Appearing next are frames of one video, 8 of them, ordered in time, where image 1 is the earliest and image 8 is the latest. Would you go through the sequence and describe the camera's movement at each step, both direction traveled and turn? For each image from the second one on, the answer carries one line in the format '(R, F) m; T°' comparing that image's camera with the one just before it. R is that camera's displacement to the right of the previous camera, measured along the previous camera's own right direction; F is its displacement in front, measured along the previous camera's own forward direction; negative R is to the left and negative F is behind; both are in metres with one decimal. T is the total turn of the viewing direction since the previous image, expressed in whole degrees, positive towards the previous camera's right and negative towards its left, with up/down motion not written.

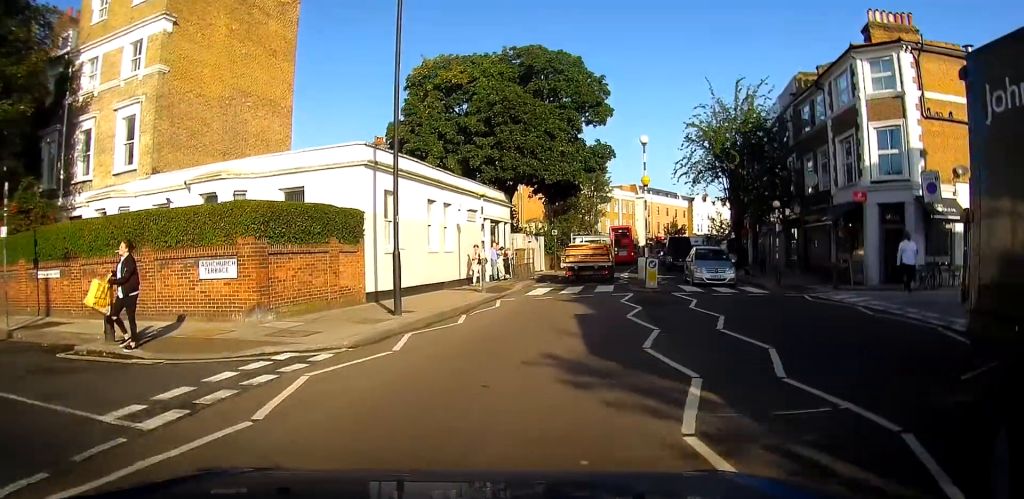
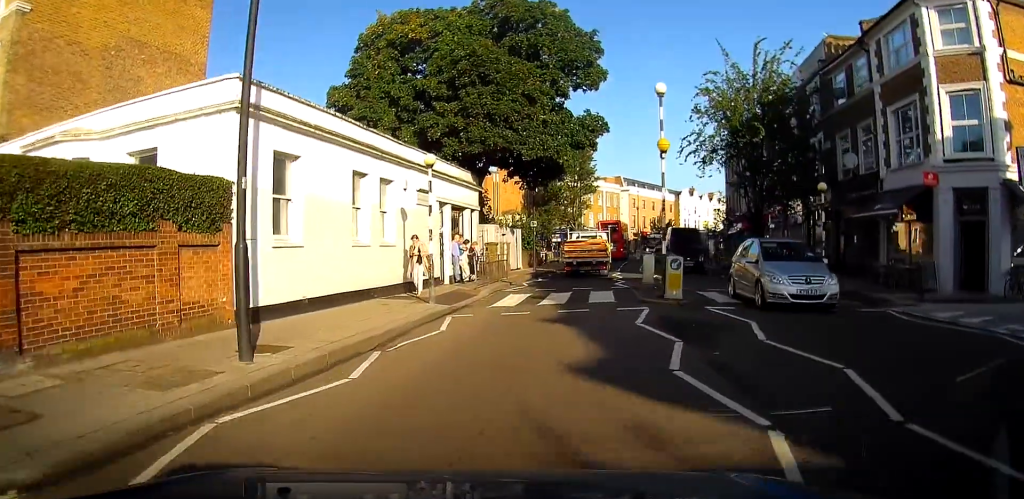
(0.0, +6.3) m; +2°
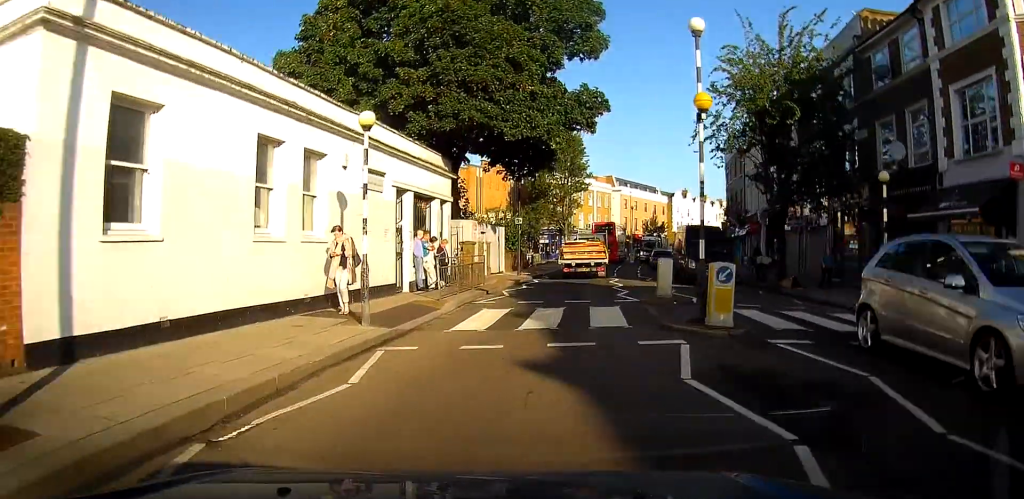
(0.0, +4.6) m; +2°
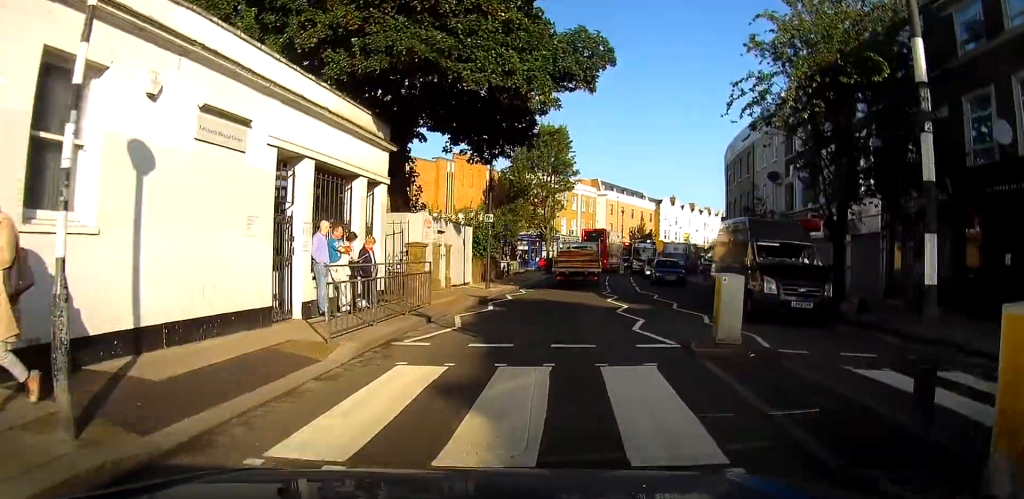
(+0.3, +6.7) m; +3°
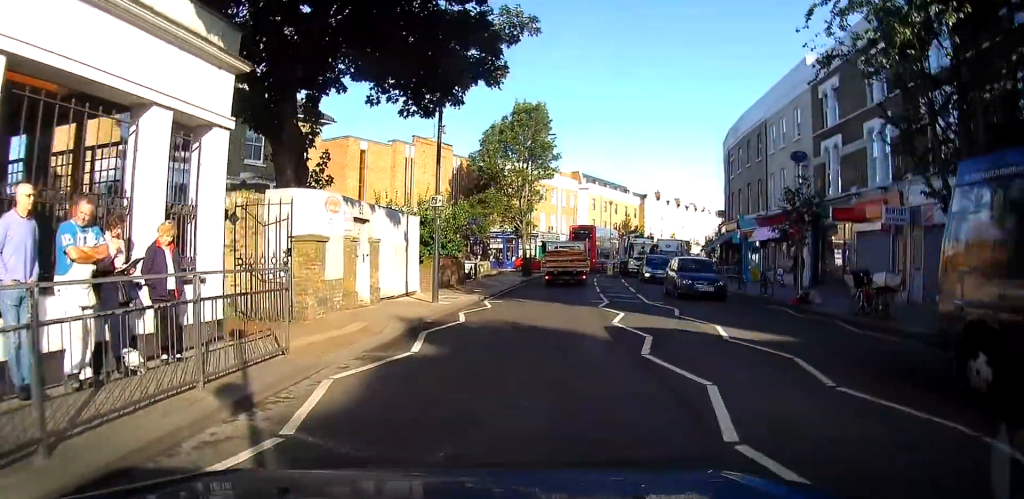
(0.0, +7.0) m; +3°
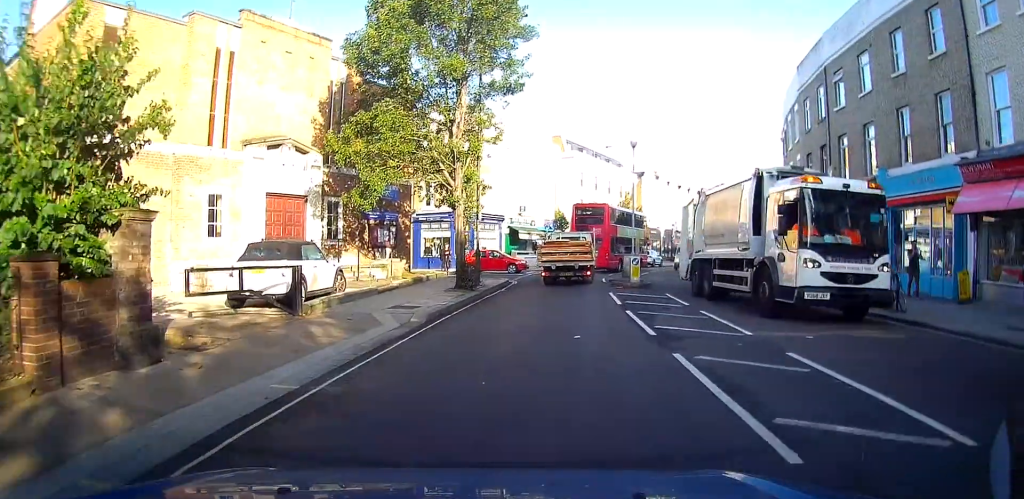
(+0.4, +21.9) m; +1°
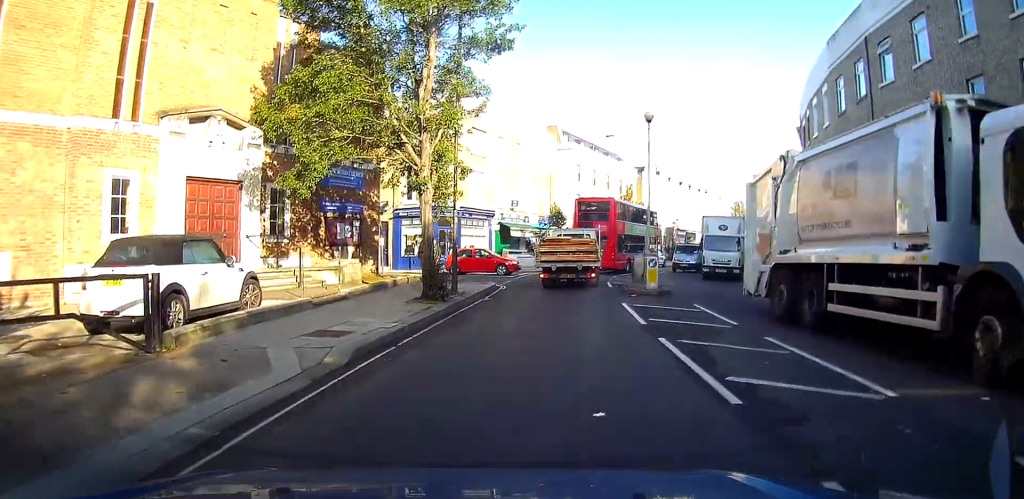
(0.0, +4.5) m; +1°
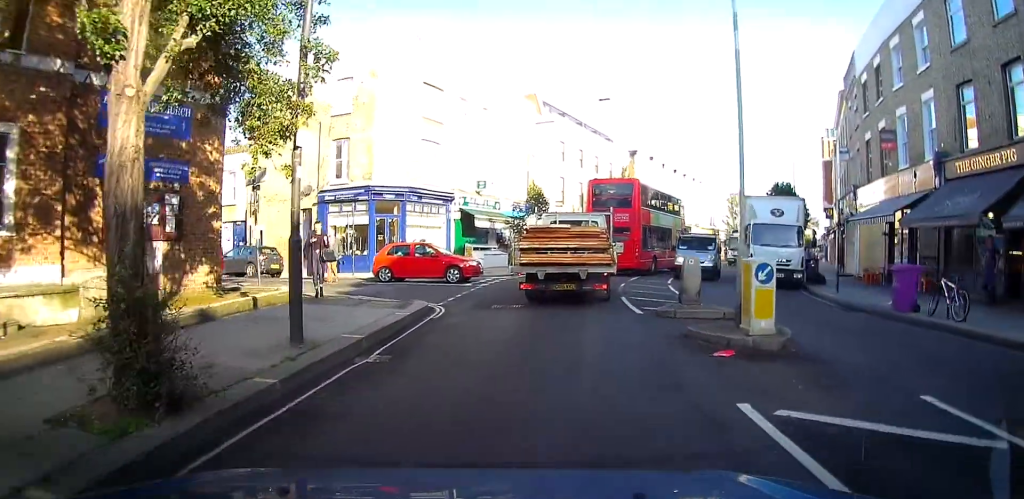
(+0.3, +9.9) m; +2°
